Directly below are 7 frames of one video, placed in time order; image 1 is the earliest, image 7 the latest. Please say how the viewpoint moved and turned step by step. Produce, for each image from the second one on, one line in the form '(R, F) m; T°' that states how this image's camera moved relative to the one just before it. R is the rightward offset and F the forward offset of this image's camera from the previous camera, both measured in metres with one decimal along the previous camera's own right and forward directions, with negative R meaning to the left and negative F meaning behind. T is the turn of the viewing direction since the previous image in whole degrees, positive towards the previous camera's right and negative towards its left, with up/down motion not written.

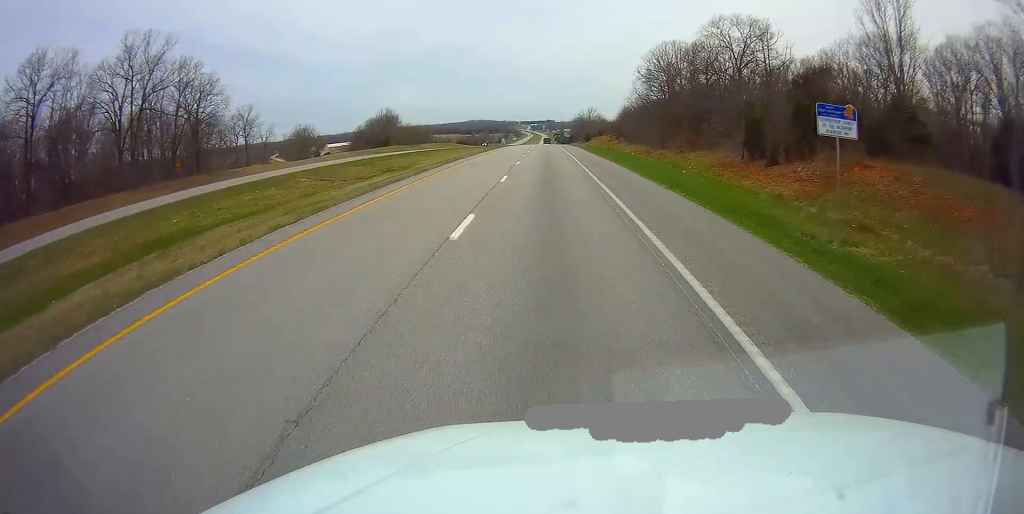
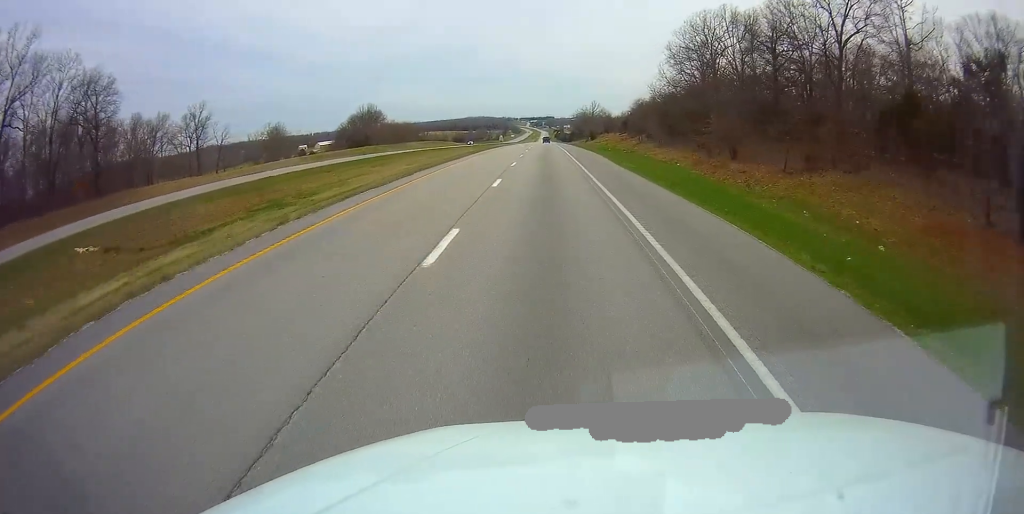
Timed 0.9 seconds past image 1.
(0.0, +26.8) m; 0°
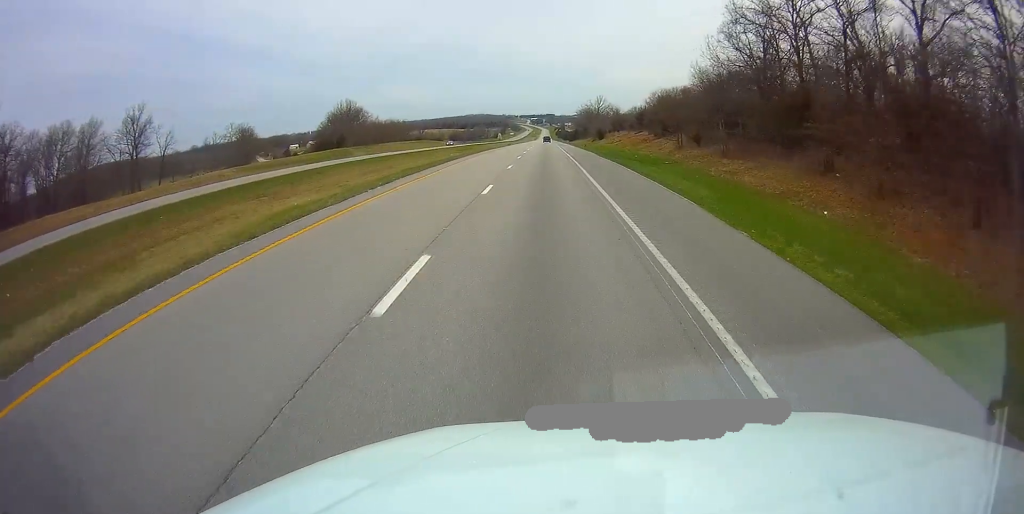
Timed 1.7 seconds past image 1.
(0.0, +26.8) m; 0°
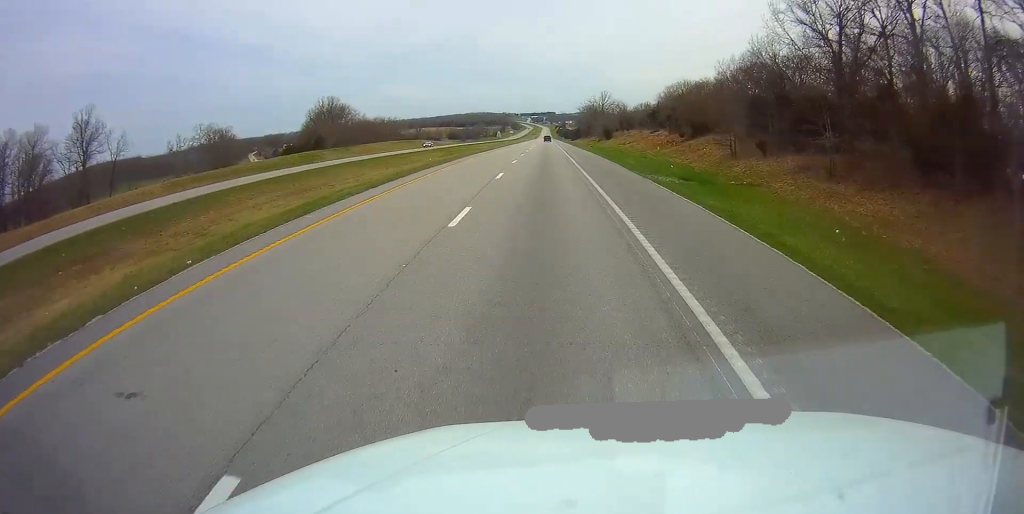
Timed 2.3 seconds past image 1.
(-0.1, +18.6) m; 0°
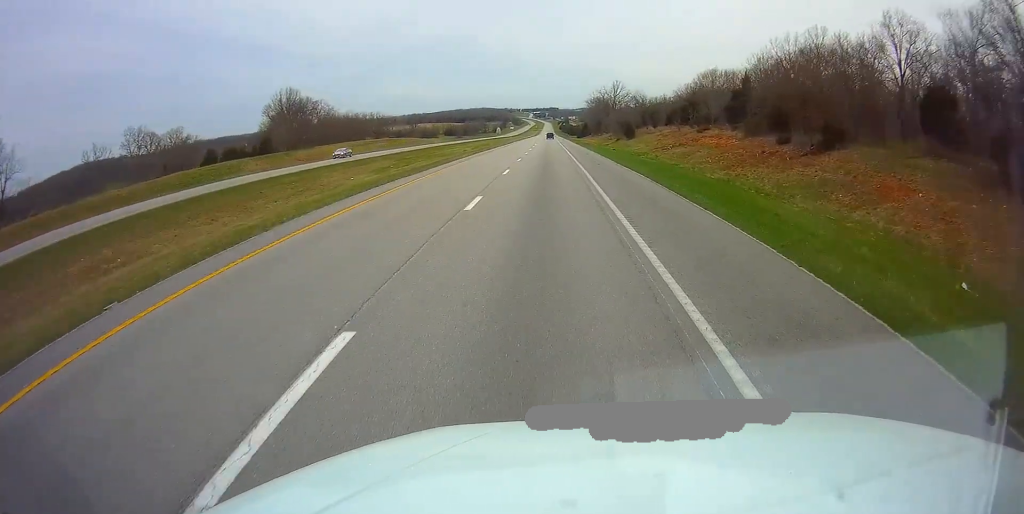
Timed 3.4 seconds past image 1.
(+0.1, +34.2) m; 0°
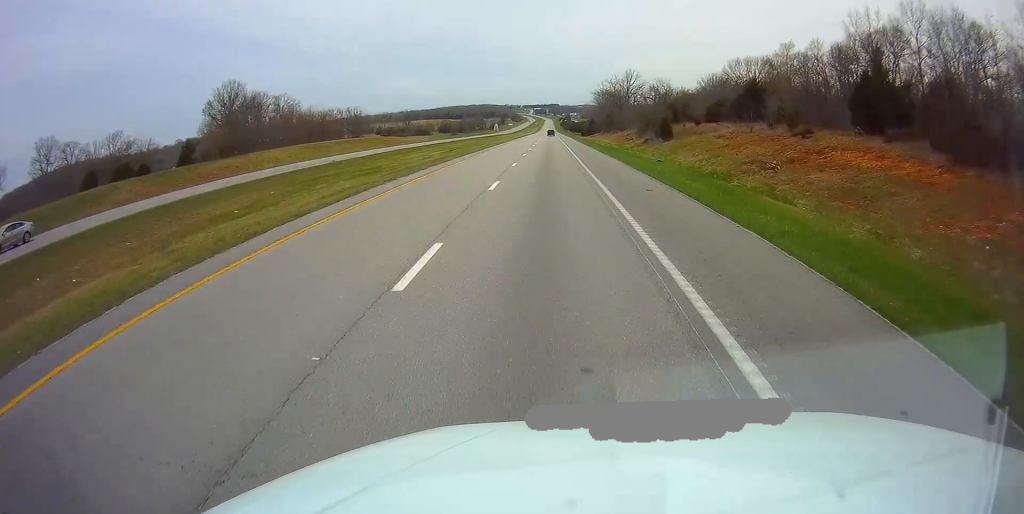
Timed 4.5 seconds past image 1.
(-0.1, +32.1) m; 0°
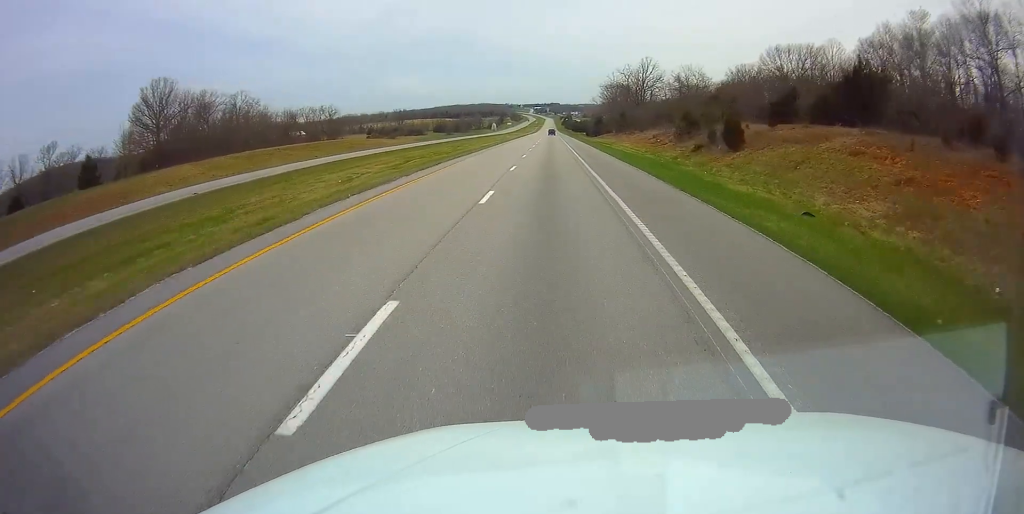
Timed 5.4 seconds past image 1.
(-0.2, +28.1) m; 0°
